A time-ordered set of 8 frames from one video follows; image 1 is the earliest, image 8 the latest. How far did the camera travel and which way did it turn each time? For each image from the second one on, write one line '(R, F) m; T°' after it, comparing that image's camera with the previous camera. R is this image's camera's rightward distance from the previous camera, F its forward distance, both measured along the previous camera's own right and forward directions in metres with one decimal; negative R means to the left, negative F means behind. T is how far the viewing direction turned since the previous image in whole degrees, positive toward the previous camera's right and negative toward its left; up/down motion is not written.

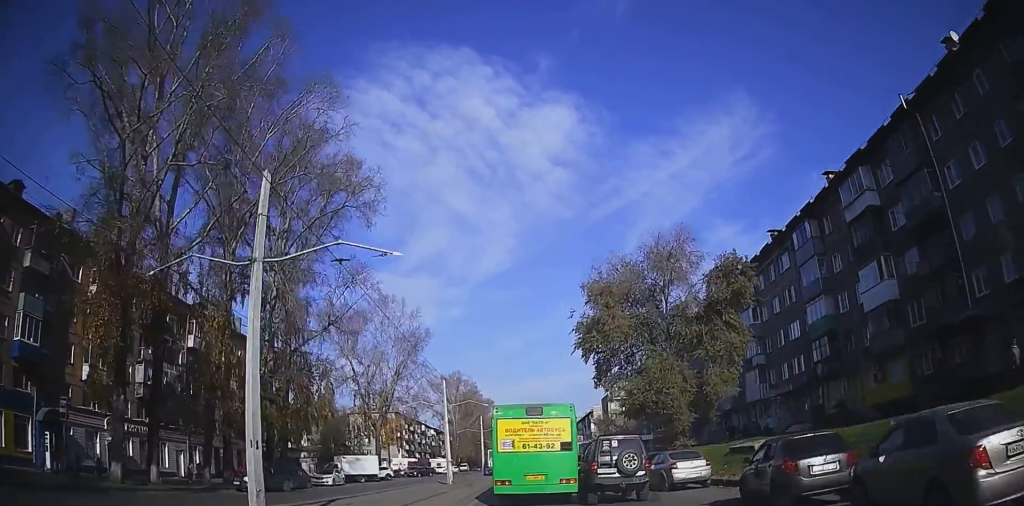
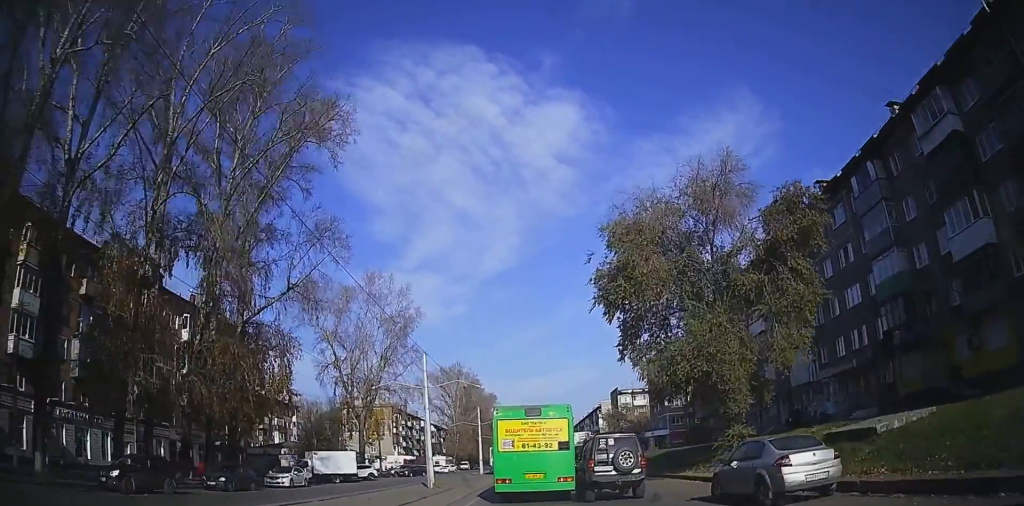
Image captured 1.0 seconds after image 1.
(-0.1, +9.4) m; -1°
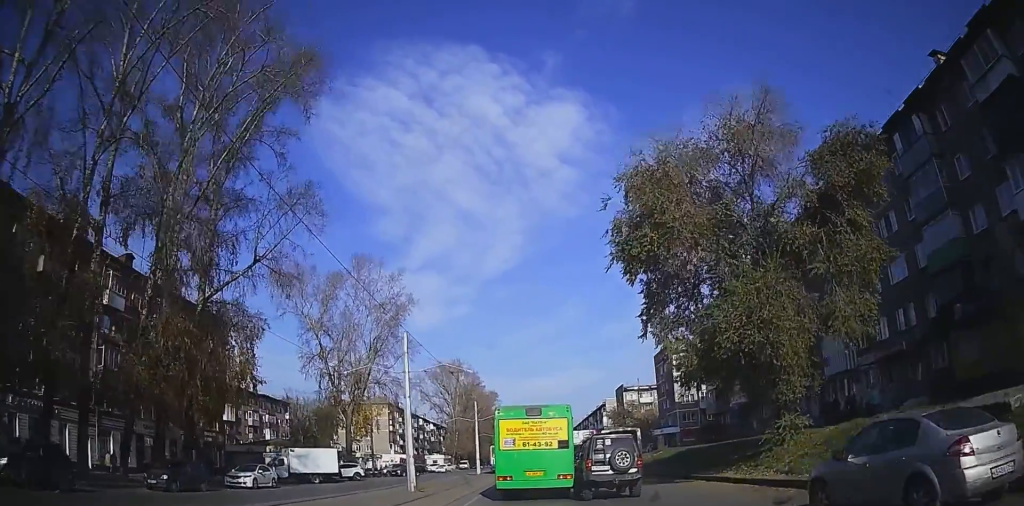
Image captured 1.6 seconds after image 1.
(-0.2, +5.8) m; +2°
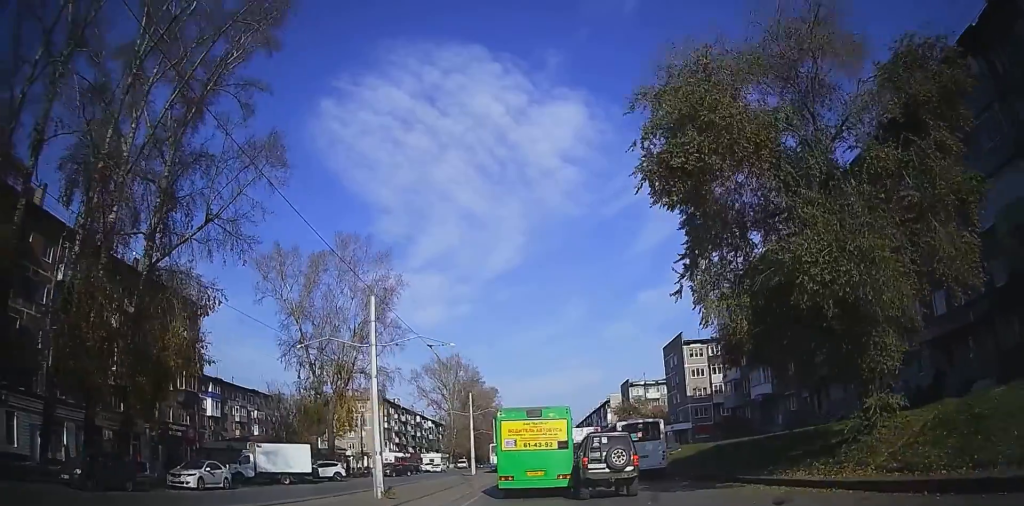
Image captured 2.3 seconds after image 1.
(+0.3, +6.3) m; +1°
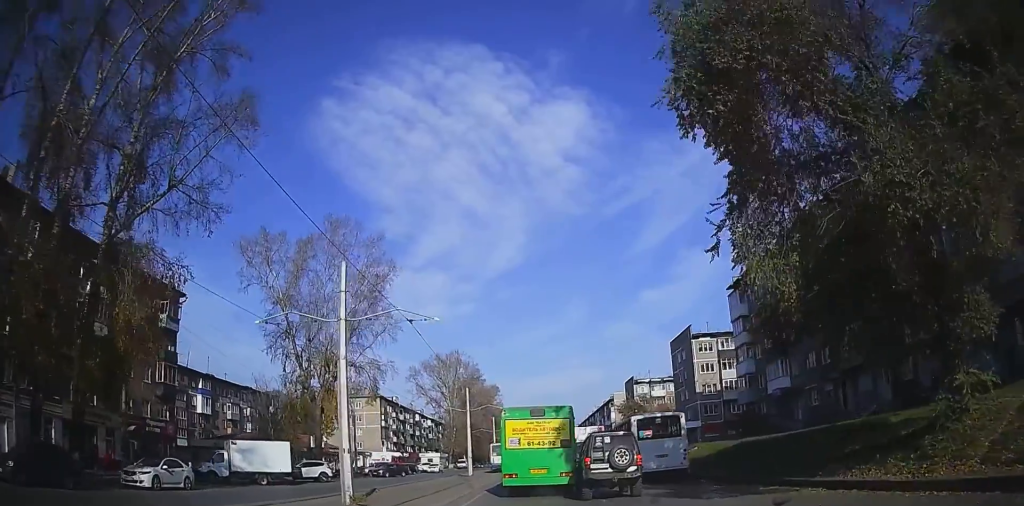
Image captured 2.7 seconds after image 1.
(+0.3, +4.1) m; 0°
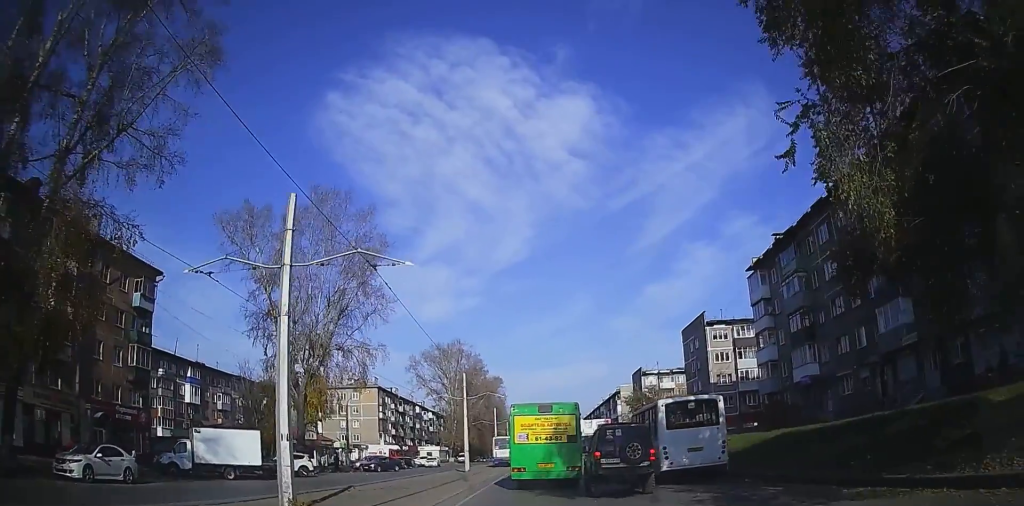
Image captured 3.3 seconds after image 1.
(-0.3, +5.3) m; -1°
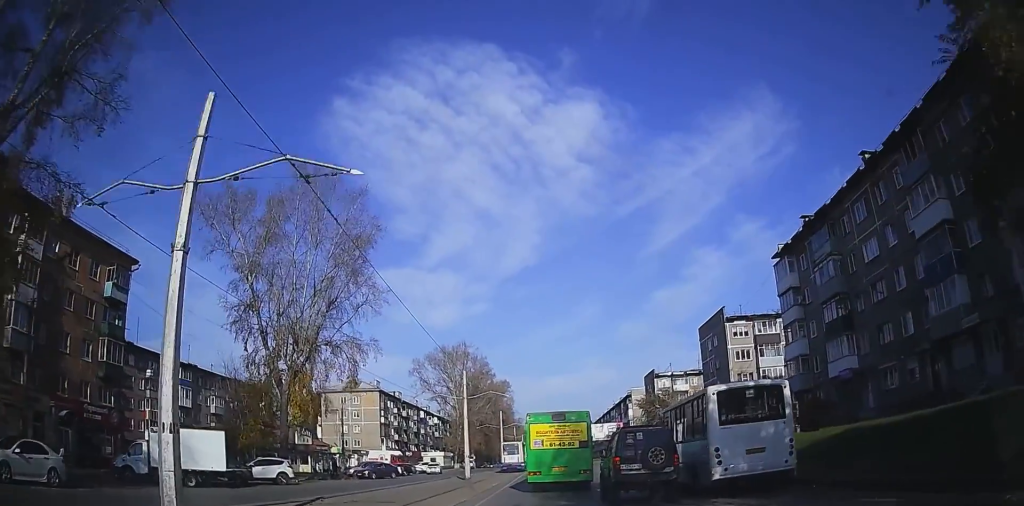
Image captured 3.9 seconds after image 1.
(-0.3, +6.0) m; -1°
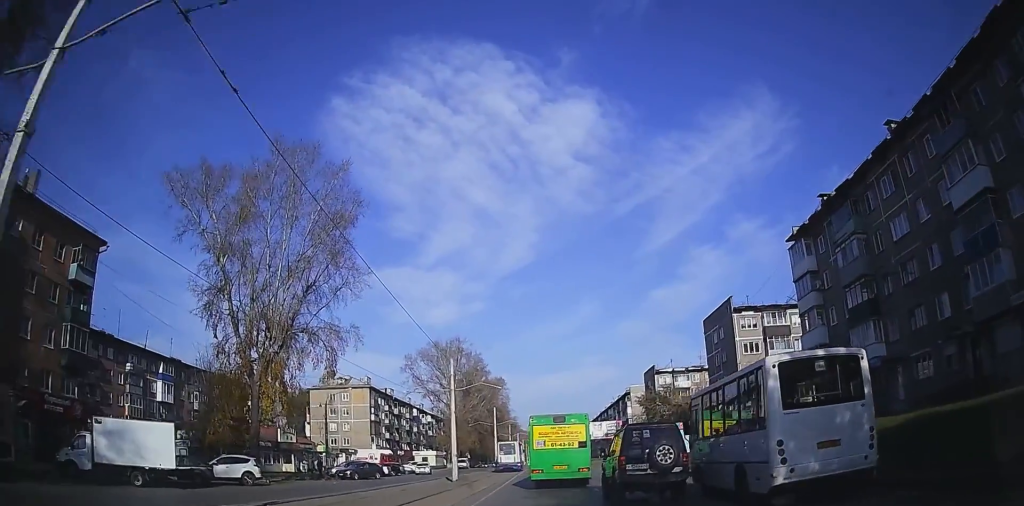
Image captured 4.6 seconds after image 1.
(+0.2, +5.1) m; +2°
